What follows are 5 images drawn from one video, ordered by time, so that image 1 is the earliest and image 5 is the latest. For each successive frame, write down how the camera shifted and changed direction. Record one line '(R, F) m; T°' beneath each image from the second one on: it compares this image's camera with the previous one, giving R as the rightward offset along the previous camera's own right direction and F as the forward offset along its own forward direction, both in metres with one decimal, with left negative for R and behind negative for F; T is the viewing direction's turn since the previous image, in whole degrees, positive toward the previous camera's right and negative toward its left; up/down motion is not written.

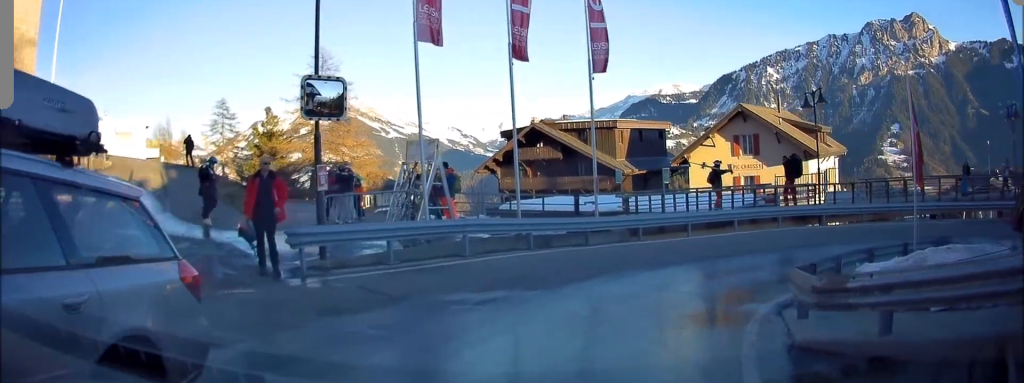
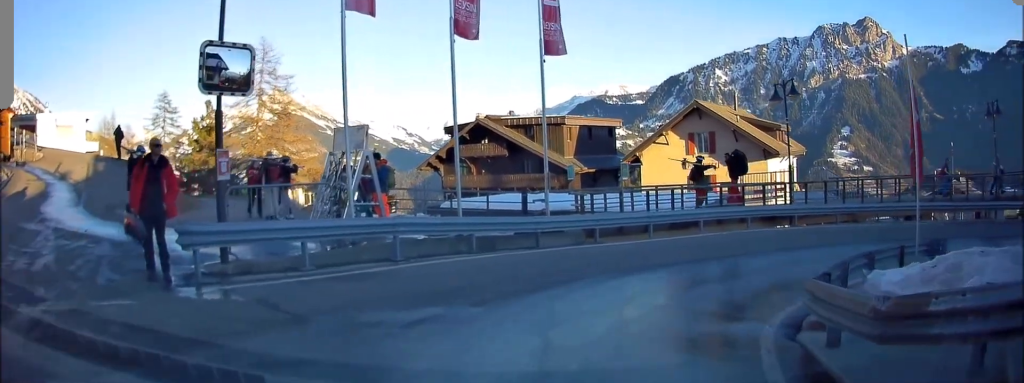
(0.0, +2.0) m; +3°
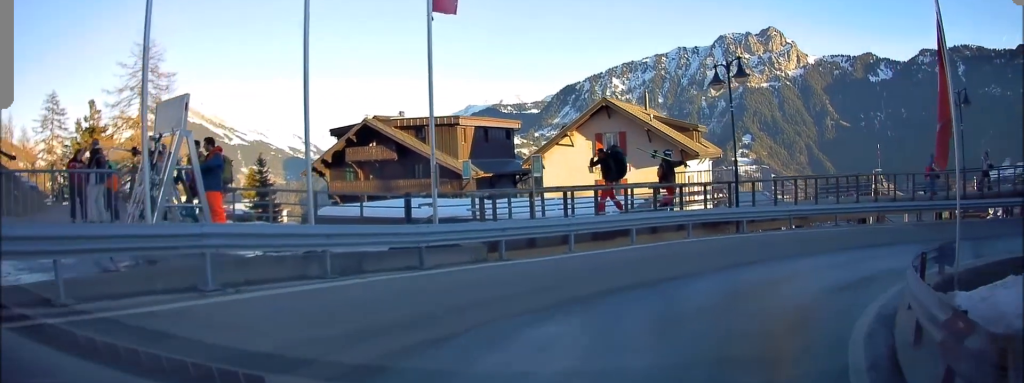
(0.0, +4.4) m; -1°
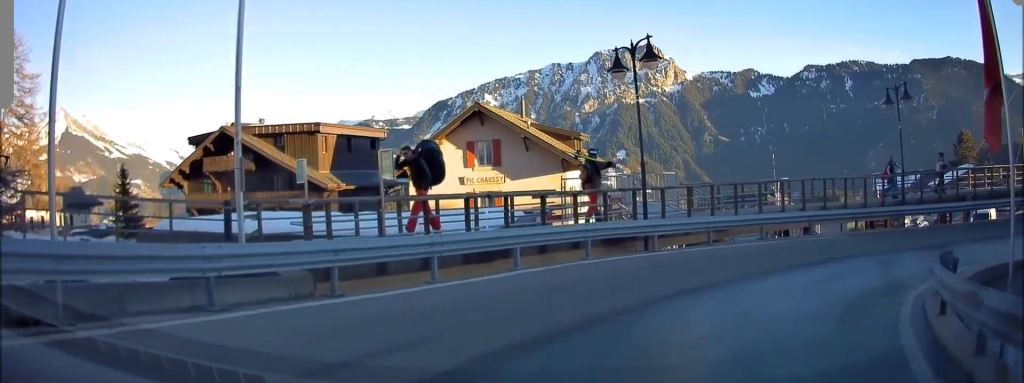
(+0.1, +3.3) m; +22°
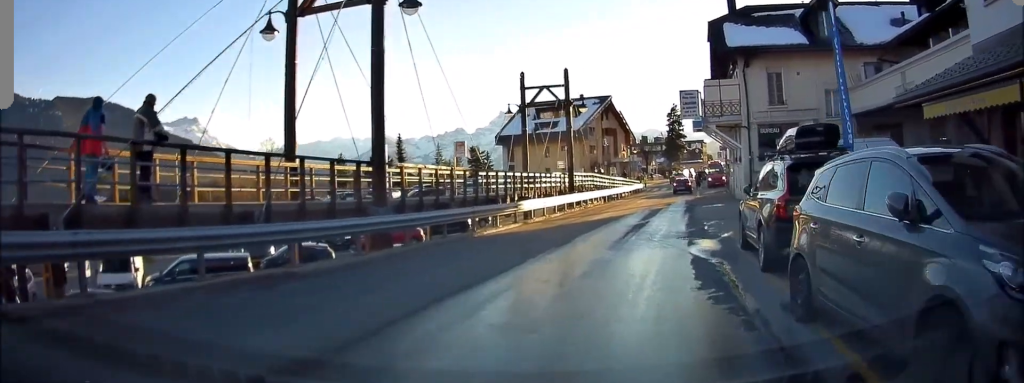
(+12.0, +10.3) m; +88°
